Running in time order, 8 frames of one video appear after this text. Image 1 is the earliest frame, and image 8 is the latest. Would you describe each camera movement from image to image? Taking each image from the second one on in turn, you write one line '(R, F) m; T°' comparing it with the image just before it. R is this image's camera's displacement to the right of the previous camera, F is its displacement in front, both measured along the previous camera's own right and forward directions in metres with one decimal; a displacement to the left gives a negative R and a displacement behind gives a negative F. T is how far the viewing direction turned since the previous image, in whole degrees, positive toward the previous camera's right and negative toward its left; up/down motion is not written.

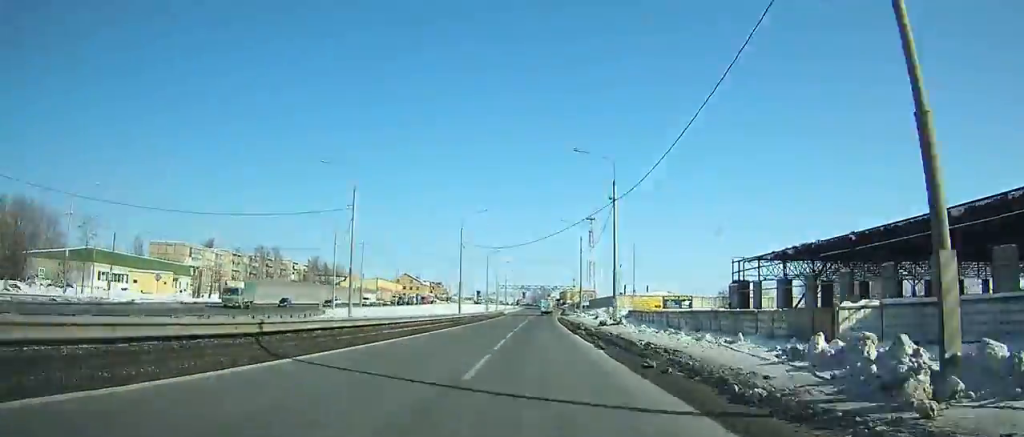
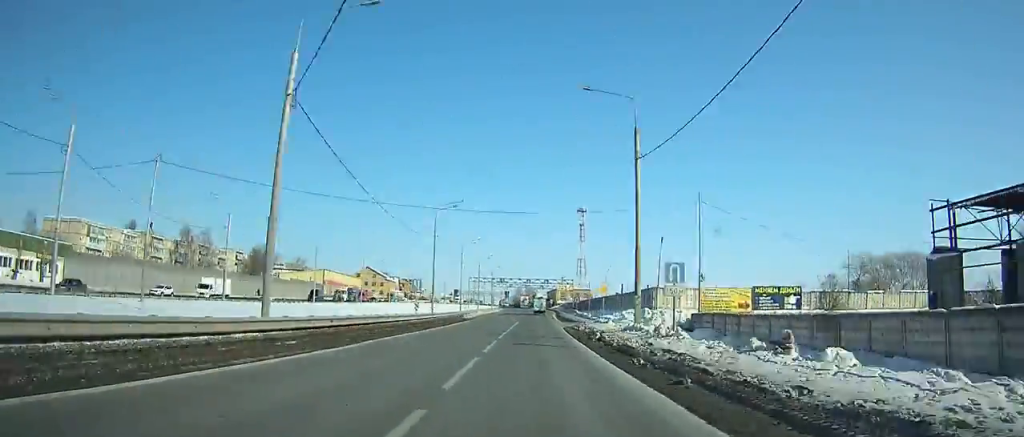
(+0.7, +40.6) m; +1°
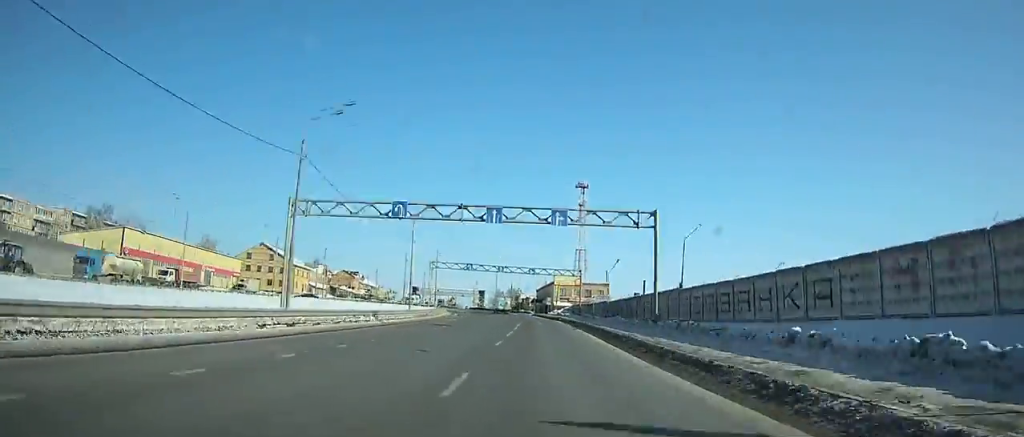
(+1.0, +85.5) m; +1°
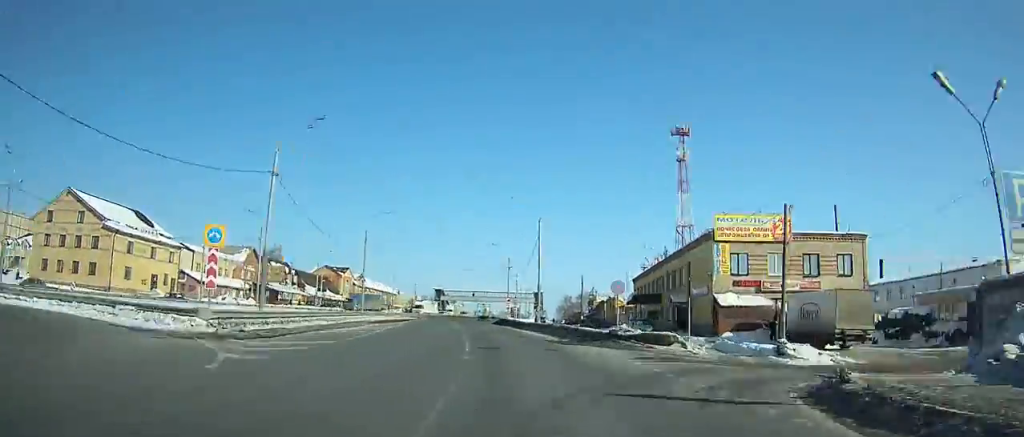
(-4.1, +90.3) m; -8°
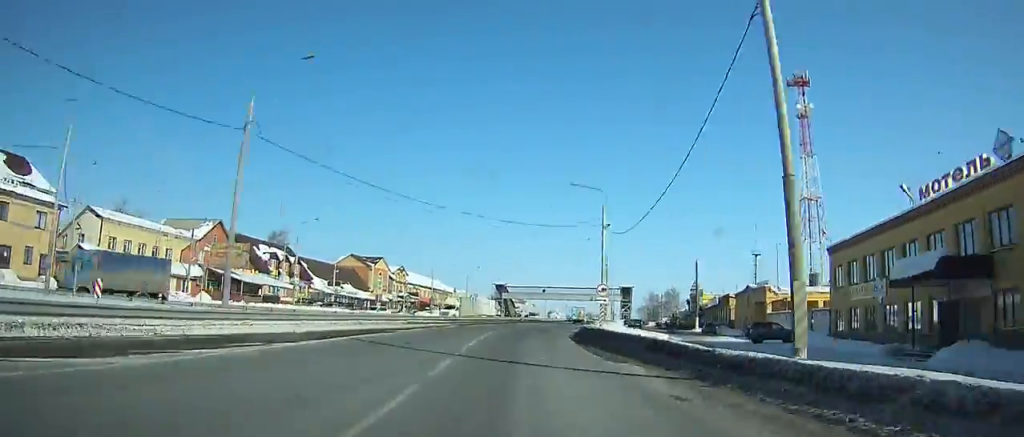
(-1.9, +38.2) m; -3°
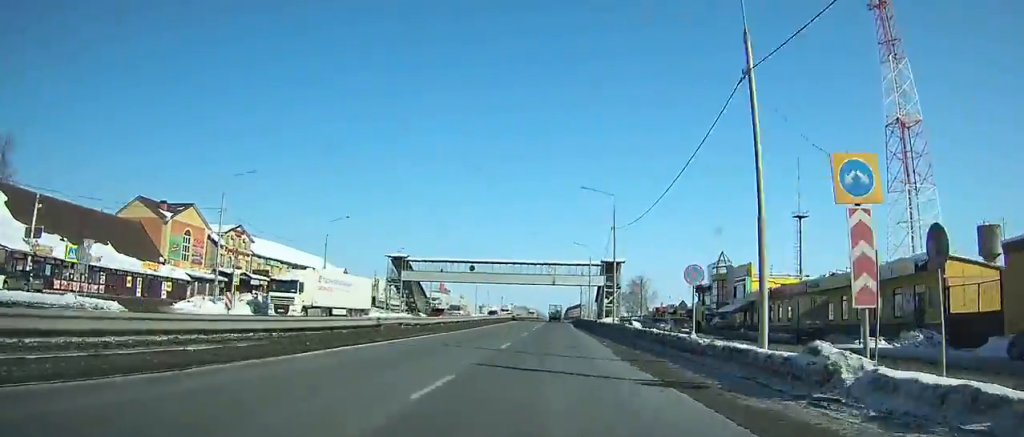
(-0.6, +59.8) m; +2°
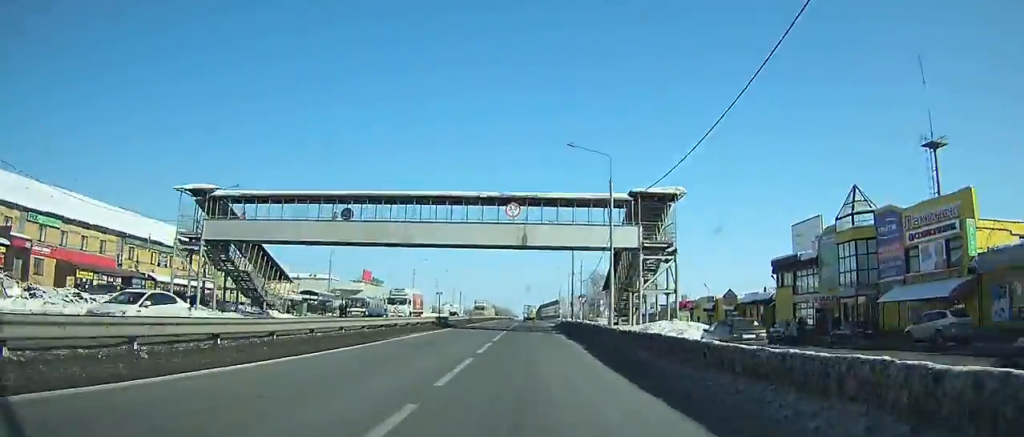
(+1.7, +46.8) m; +3°
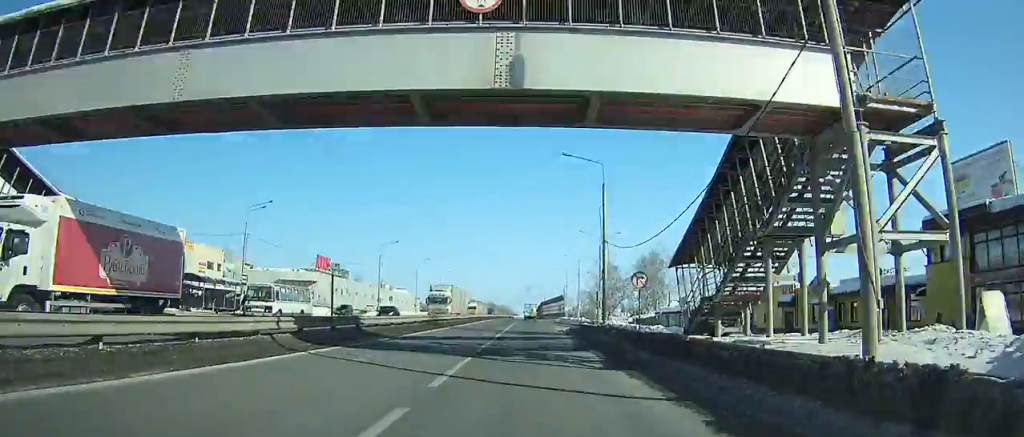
(+0.3, +24.9) m; +1°
